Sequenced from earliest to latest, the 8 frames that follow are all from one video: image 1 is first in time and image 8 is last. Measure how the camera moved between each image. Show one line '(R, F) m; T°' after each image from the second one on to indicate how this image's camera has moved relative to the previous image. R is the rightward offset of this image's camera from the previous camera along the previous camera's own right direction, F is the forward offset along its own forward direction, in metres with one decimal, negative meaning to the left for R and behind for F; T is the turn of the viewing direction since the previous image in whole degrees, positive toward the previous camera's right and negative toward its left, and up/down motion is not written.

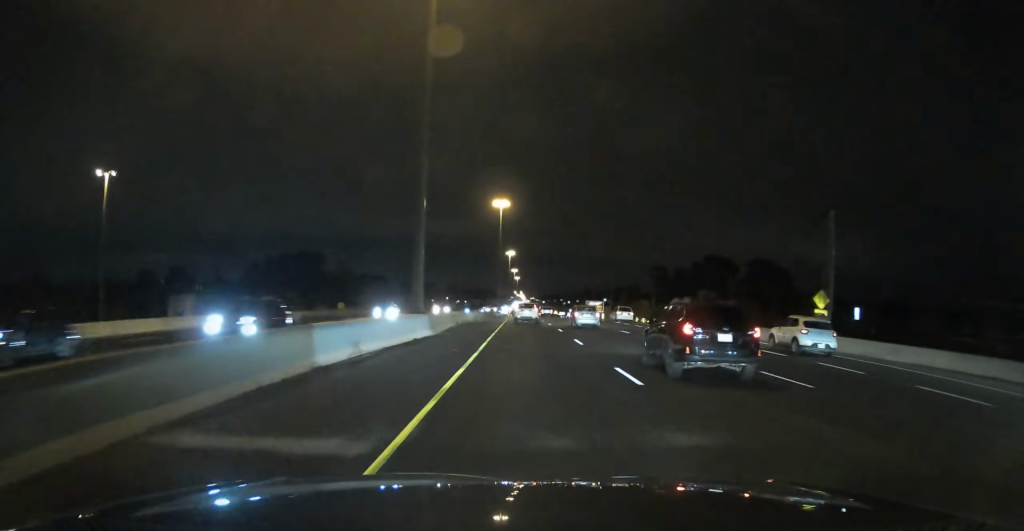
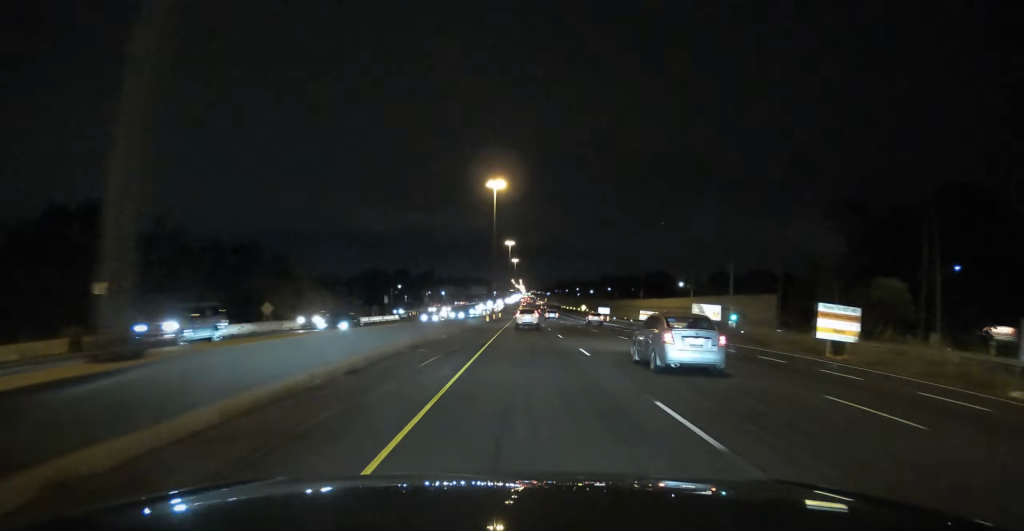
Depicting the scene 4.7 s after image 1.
(0.0, +145.8) m; 0°
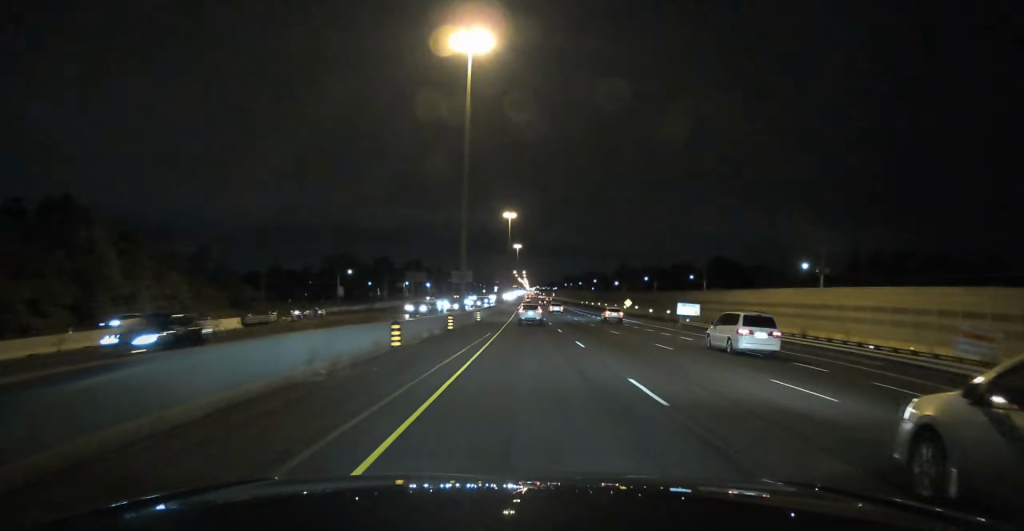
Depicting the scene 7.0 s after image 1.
(0.0, +70.6) m; 0°
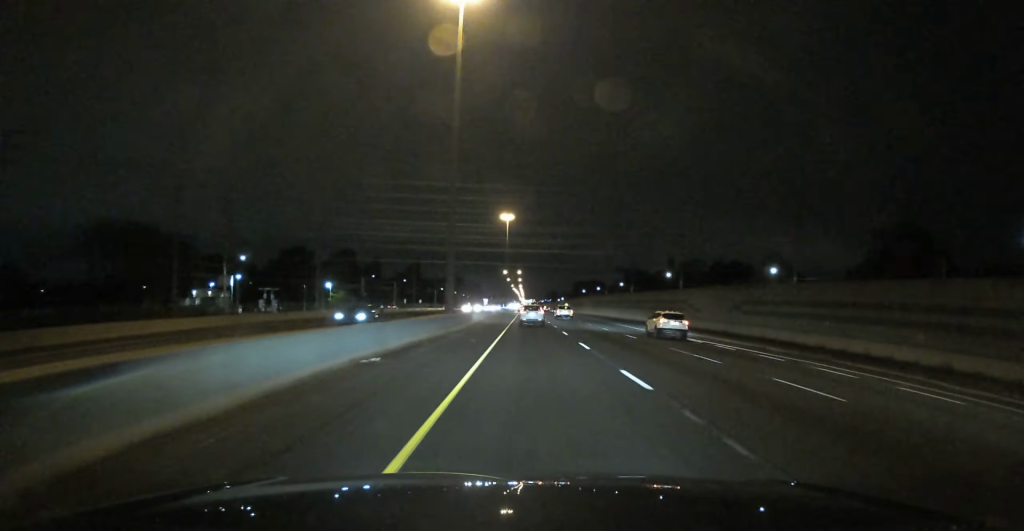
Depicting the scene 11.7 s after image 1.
(+0.3, +150.3) m; 0°
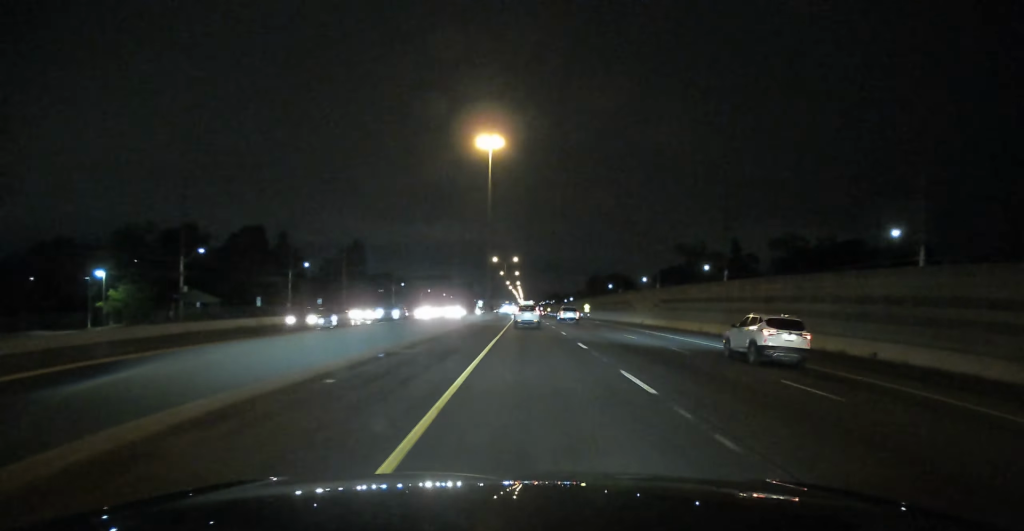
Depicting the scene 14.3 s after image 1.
(-0.1, +84.5) m; 0°
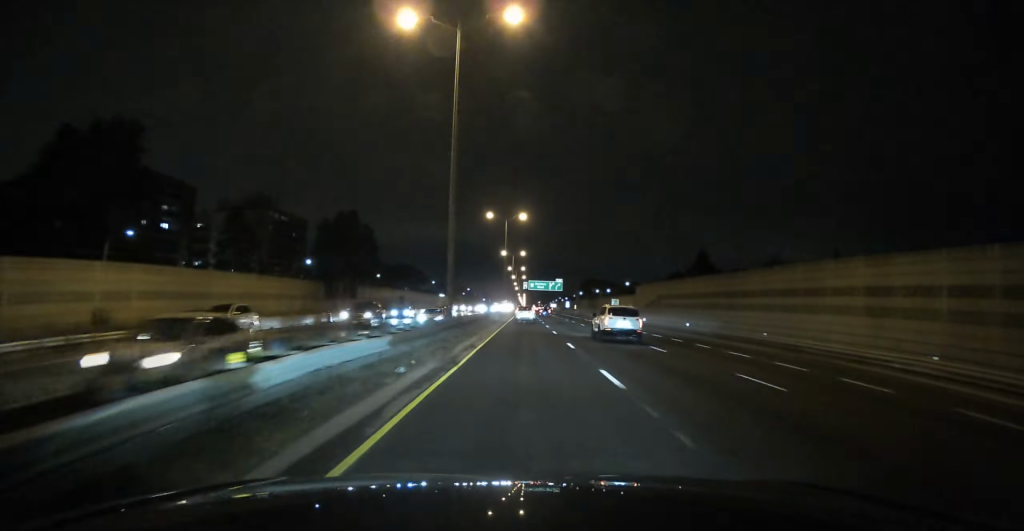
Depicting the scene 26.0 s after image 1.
(+0.4, +380.0) m; 0°
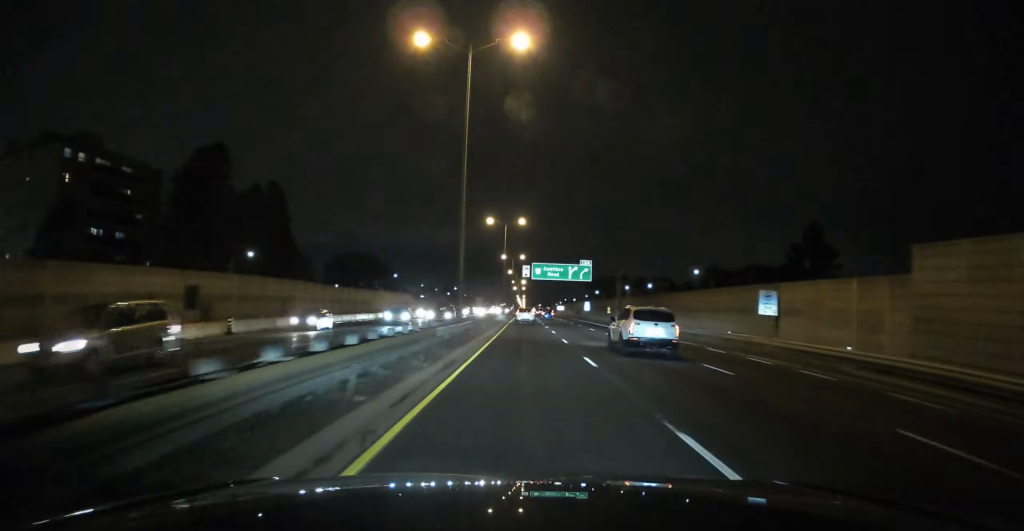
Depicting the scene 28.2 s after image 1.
(+0.1, +72.5) m; 0°
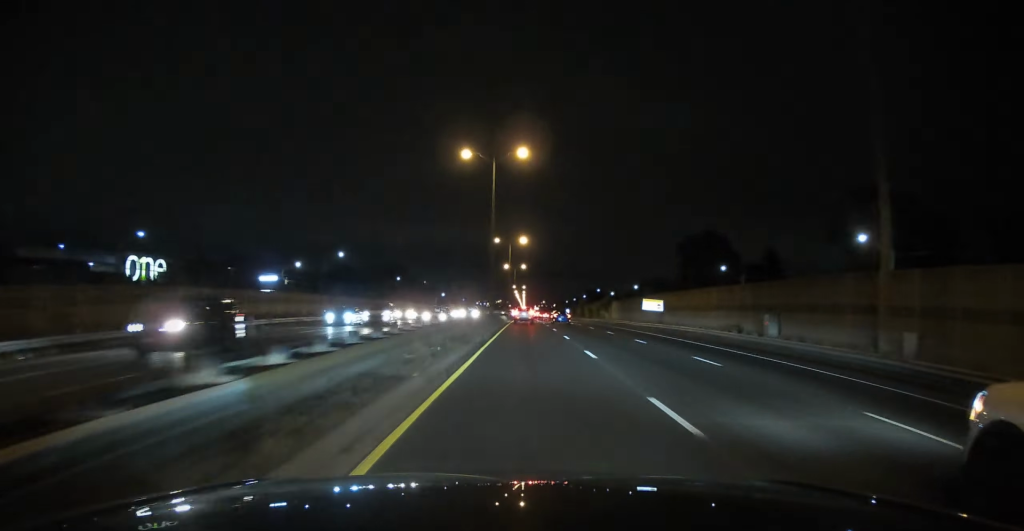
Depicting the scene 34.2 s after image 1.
(0.0, +162.3) m; 0°
